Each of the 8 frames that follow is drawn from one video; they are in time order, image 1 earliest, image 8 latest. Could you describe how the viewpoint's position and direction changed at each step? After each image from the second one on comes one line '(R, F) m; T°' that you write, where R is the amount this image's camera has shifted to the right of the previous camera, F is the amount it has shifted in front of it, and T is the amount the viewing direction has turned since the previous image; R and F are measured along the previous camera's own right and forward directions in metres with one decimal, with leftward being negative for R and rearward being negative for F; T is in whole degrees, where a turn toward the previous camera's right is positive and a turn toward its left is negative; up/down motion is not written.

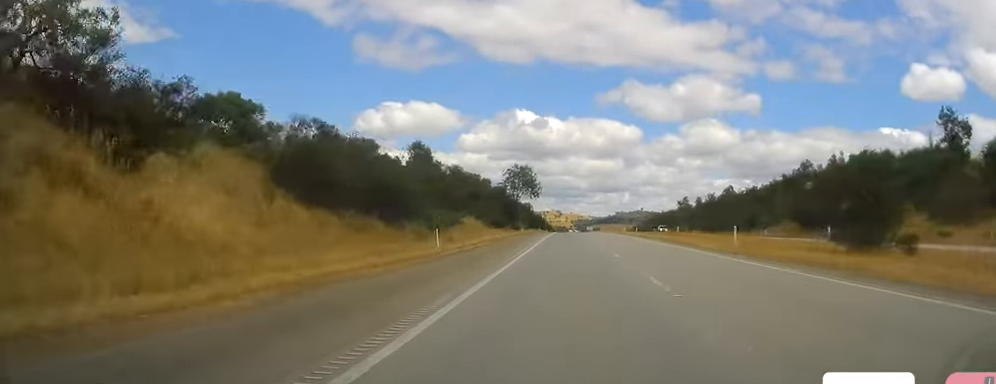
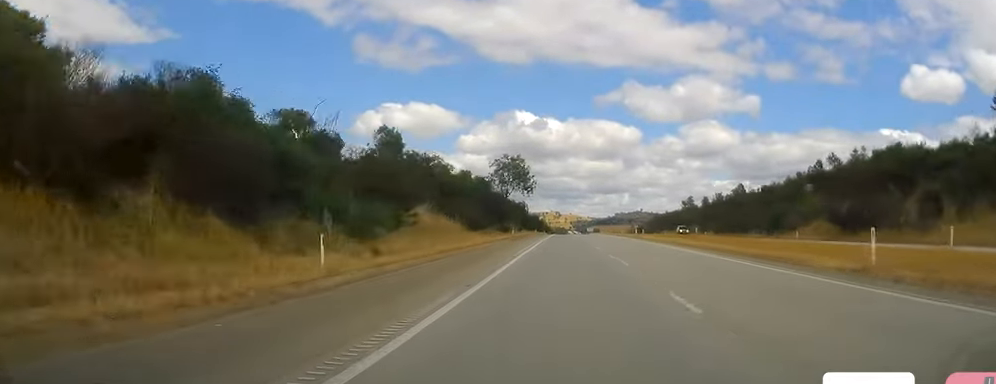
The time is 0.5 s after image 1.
(+0.1, +15.3) m; 0°
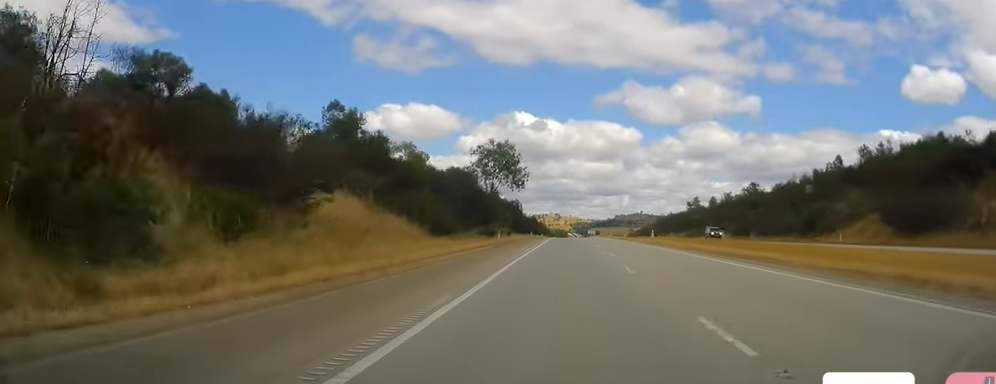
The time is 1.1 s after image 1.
(+0.2, +15.3) m; +1°
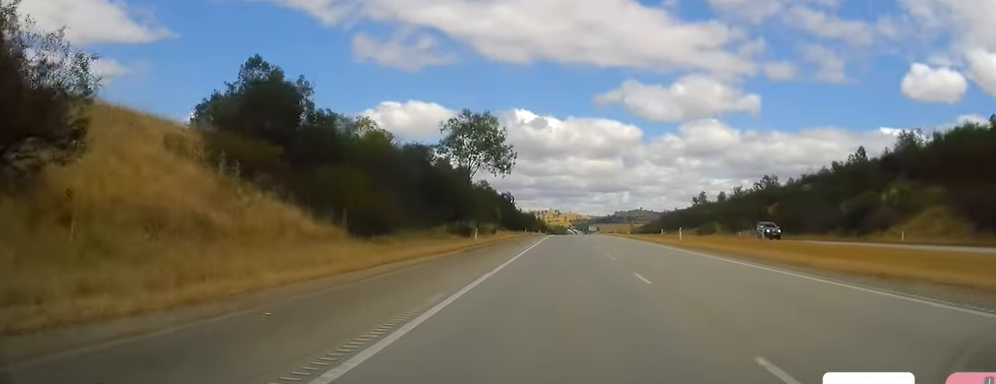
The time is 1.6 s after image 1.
(0.0, +15.3) m; 0°
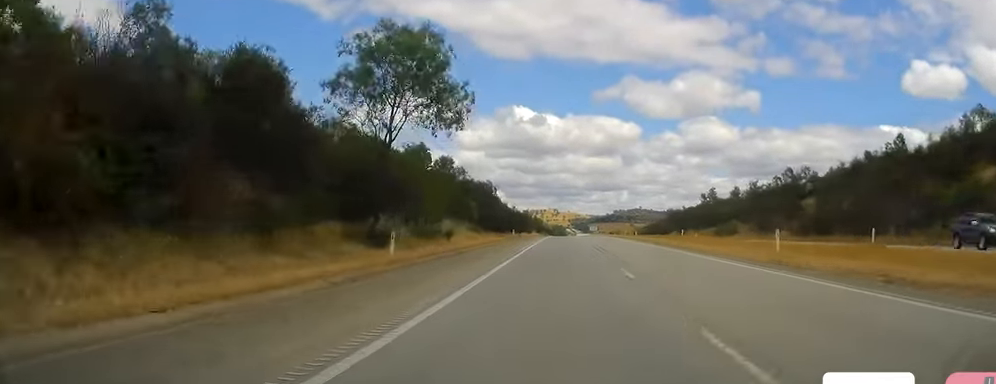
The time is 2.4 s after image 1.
(0.0, +22.1) m; 0°
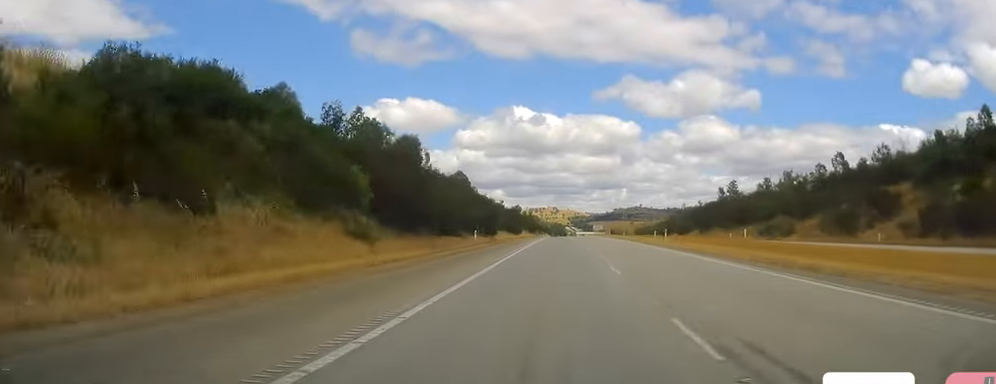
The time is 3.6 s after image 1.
(0.0, +34.7) m; 0°
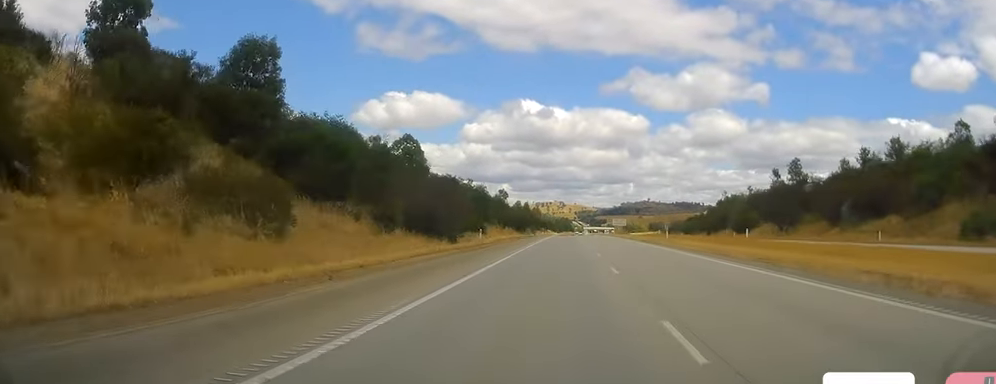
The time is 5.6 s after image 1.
(0.0, +59.5) m; -1°
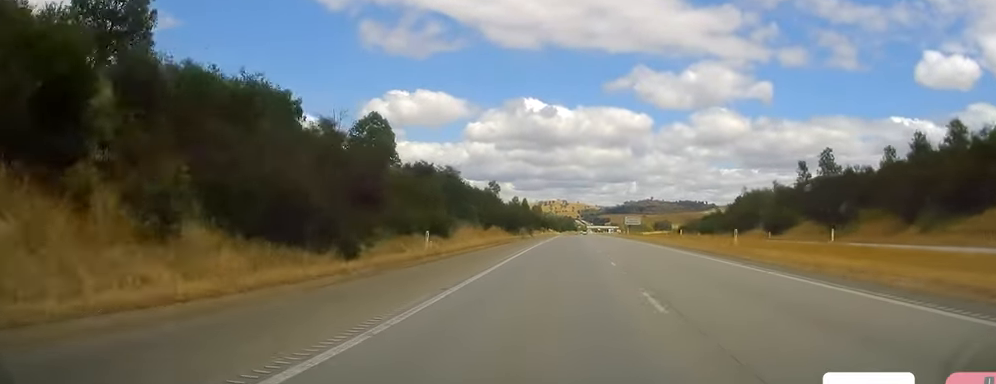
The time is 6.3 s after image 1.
(0.0, +20.2) m; -1°
